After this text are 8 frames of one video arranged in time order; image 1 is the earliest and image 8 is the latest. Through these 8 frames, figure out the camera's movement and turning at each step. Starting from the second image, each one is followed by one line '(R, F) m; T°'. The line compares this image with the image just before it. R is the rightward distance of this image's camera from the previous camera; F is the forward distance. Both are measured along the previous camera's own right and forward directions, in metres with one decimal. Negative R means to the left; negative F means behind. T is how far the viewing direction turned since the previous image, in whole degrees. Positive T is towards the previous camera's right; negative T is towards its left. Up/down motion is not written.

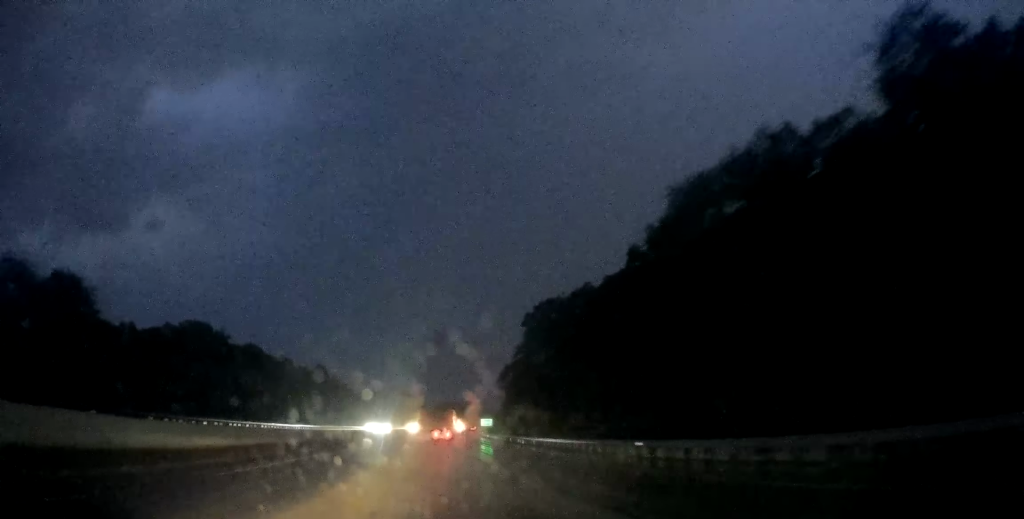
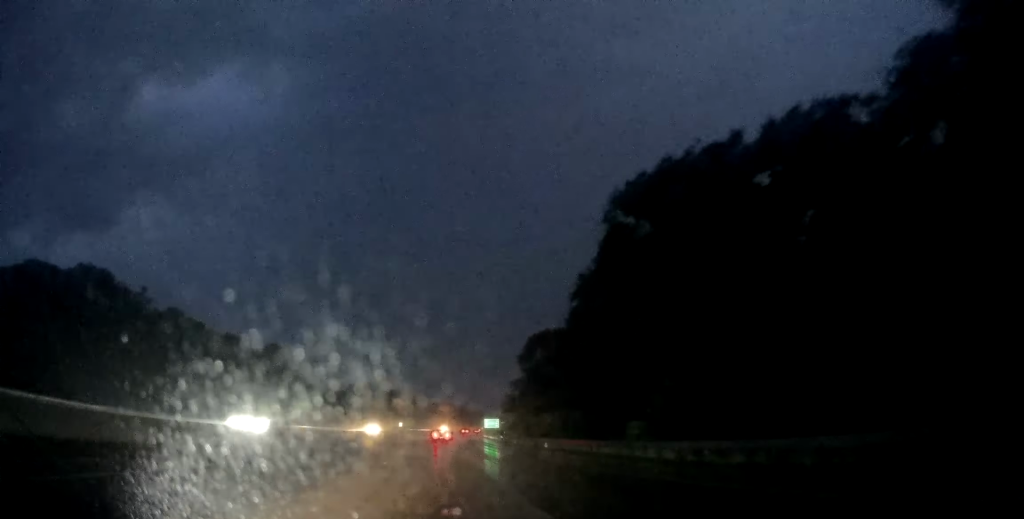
(+0.9, +49.7) m; +2°
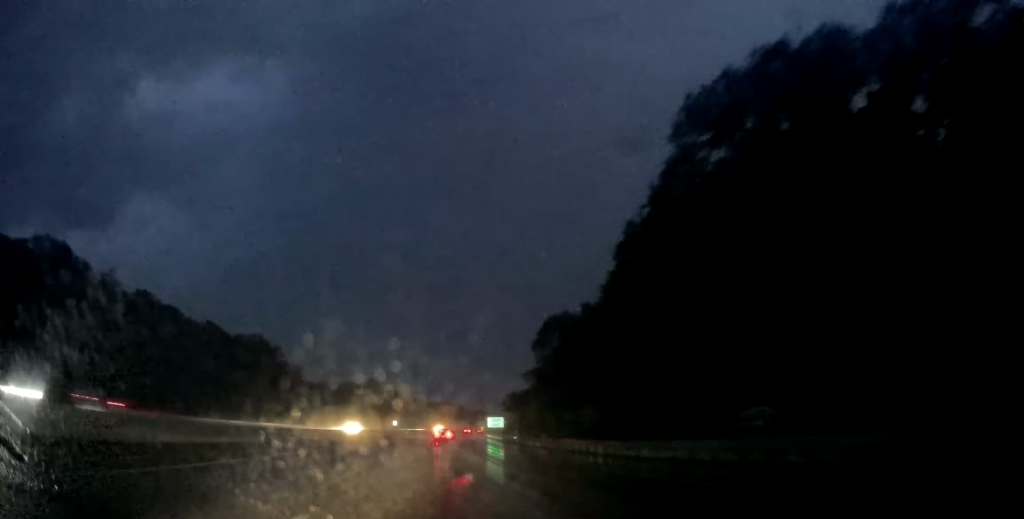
(+0.5, +14.8) m; 0°
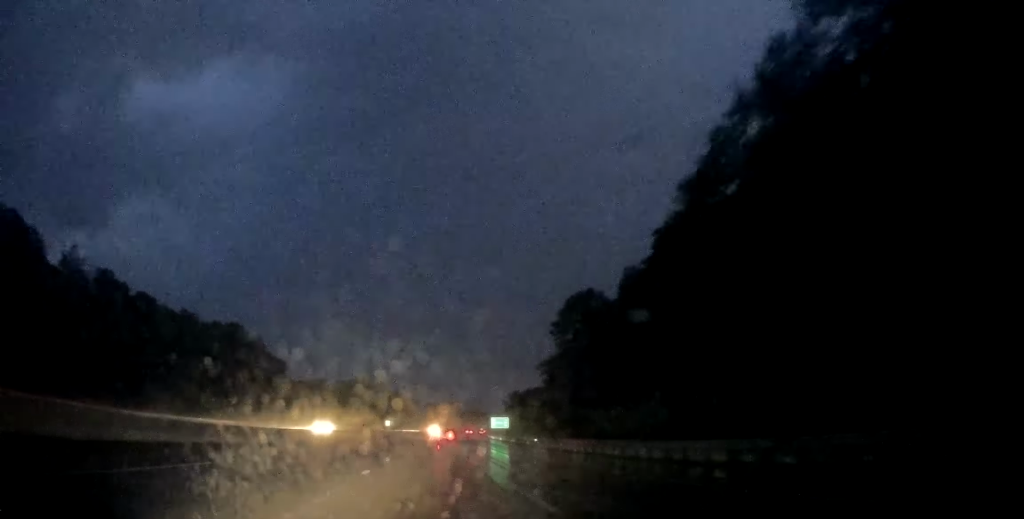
(+0.1, +15.9) m; 0°
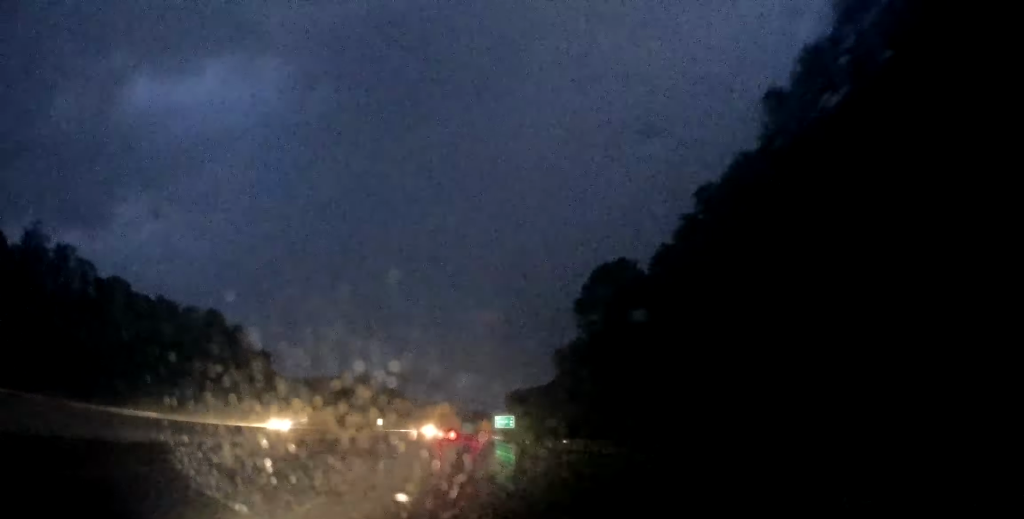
(-0.3, +12.7) m; 0°
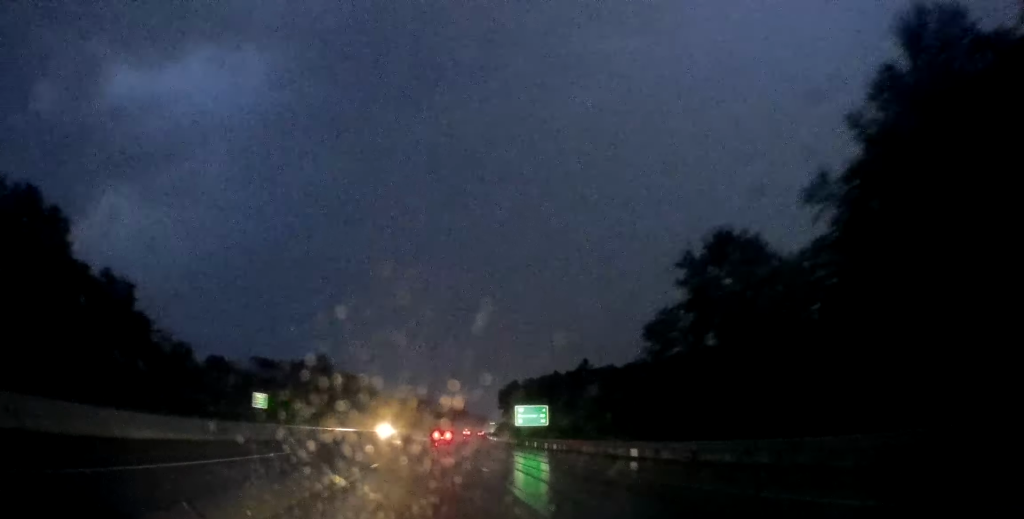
(+1.1, +56.9) m; +2°
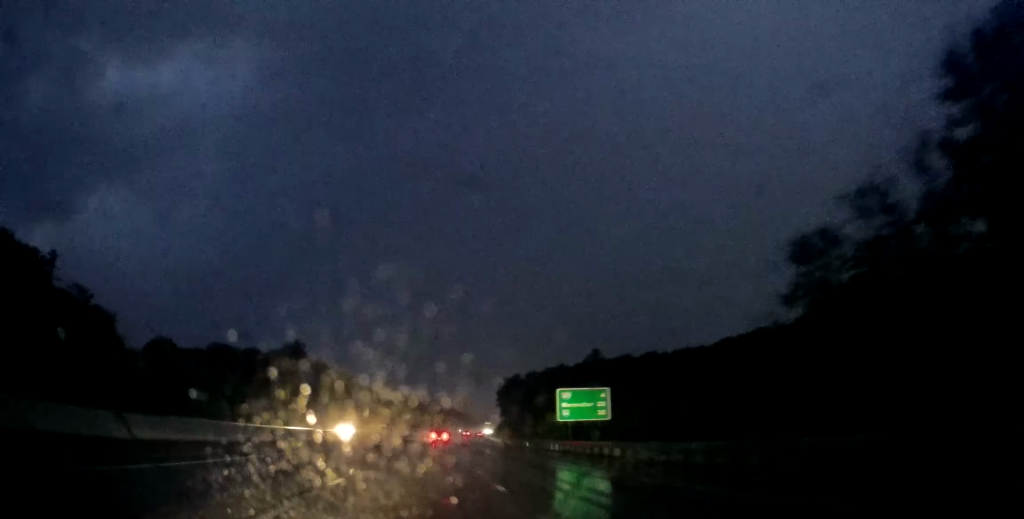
(-0.1, +30.6) m; 0°
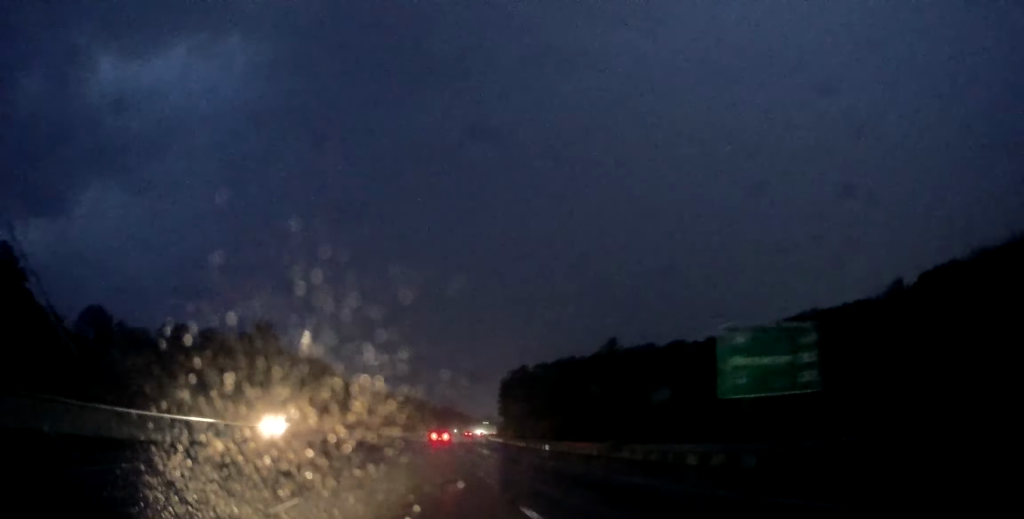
(-0.1, +28.4) m; +1°
